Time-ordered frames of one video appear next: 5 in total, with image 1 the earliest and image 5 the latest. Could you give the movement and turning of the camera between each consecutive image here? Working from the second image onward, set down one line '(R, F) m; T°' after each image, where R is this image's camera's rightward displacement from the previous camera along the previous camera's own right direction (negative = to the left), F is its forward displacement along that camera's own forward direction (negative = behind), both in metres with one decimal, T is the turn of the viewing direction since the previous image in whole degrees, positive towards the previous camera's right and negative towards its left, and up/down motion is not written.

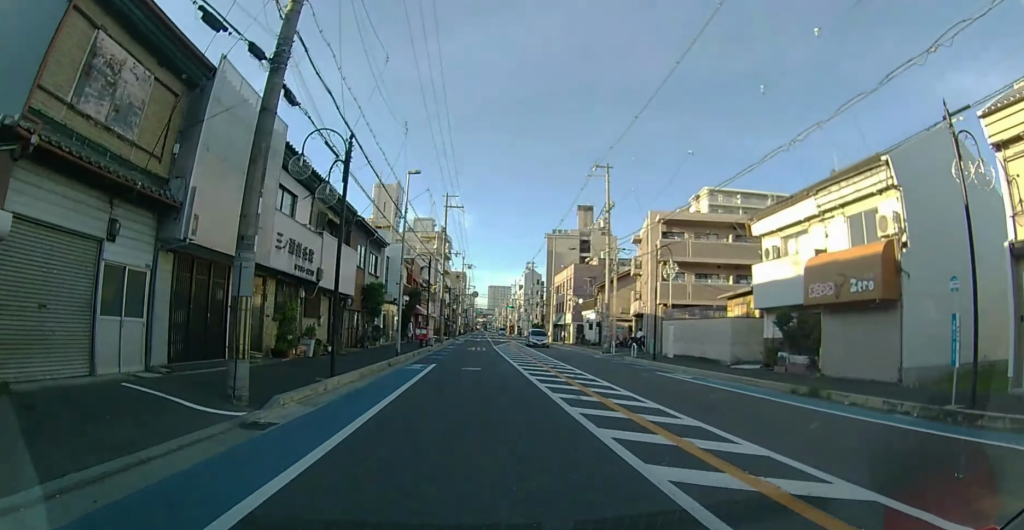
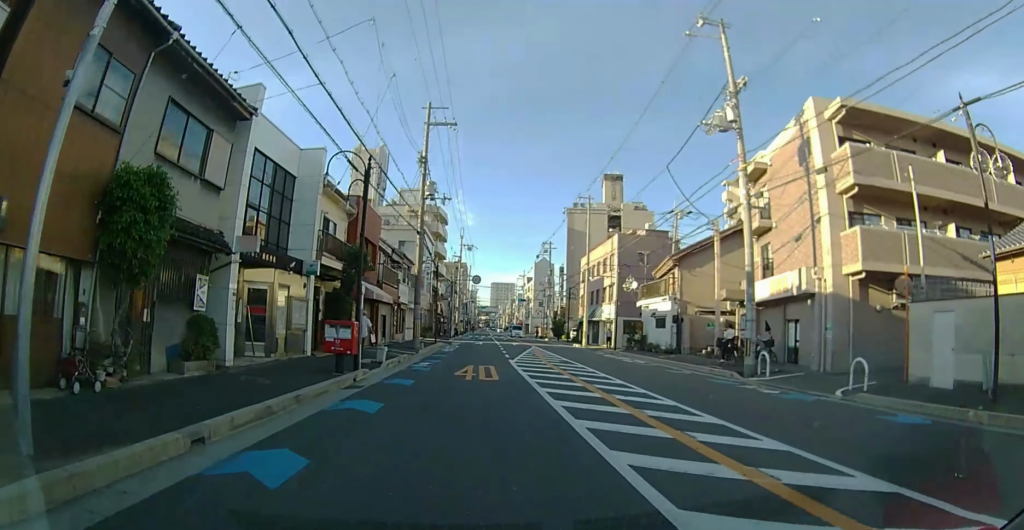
(0.0, +19.7) m; +1°
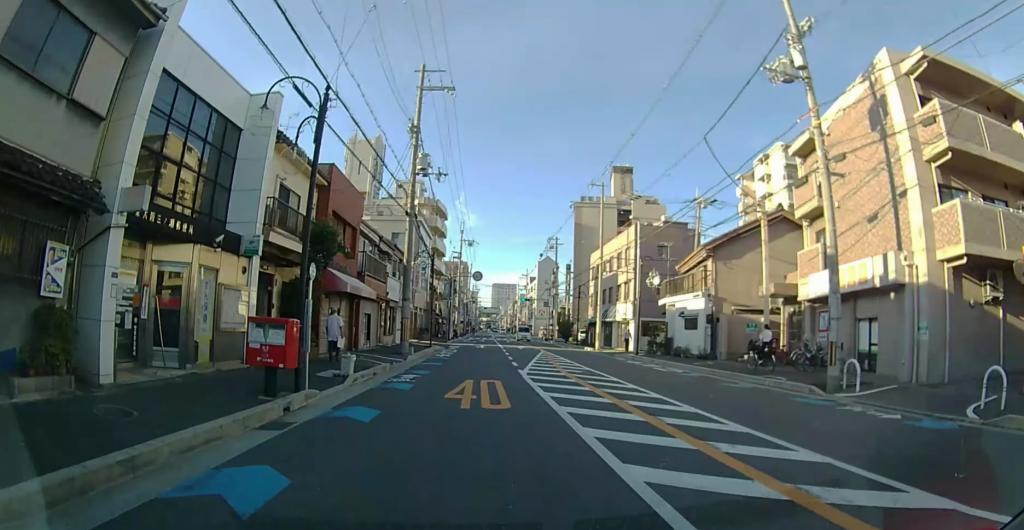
(0.0, +4.6) m; 0°
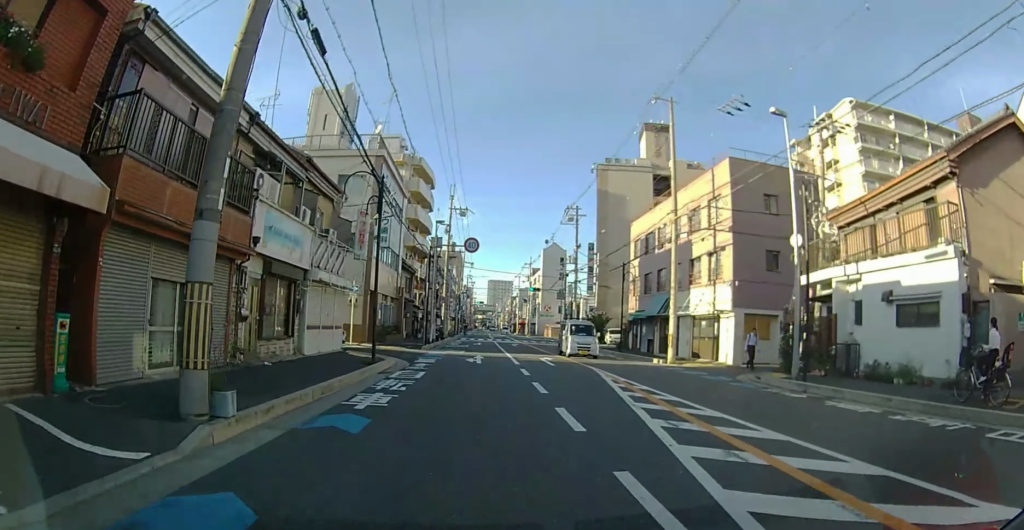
(0.0, +16.9) m; +1°
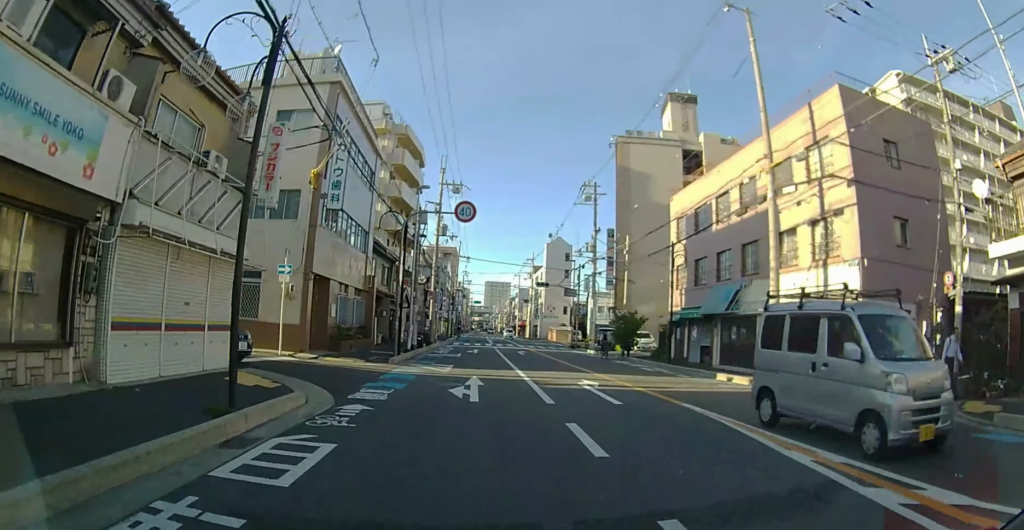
(+0.1, +9.7) m; 0°
